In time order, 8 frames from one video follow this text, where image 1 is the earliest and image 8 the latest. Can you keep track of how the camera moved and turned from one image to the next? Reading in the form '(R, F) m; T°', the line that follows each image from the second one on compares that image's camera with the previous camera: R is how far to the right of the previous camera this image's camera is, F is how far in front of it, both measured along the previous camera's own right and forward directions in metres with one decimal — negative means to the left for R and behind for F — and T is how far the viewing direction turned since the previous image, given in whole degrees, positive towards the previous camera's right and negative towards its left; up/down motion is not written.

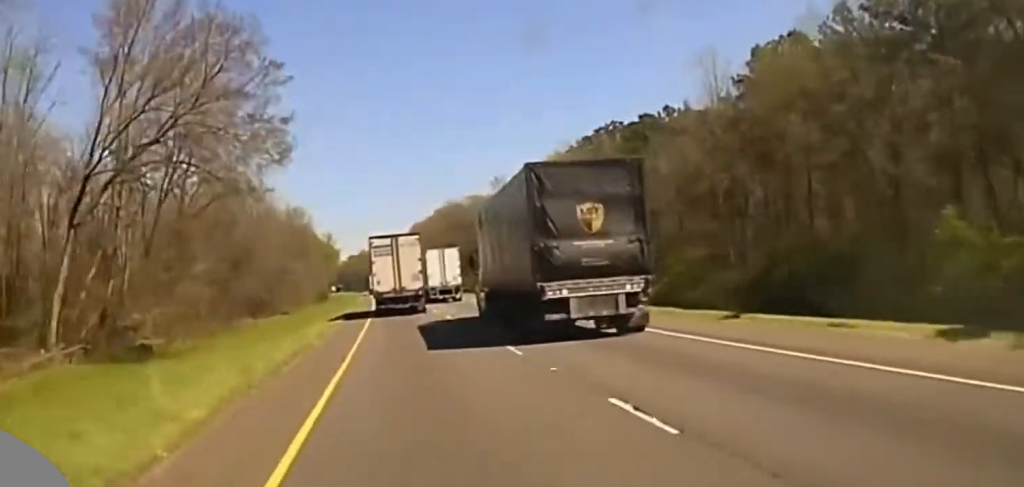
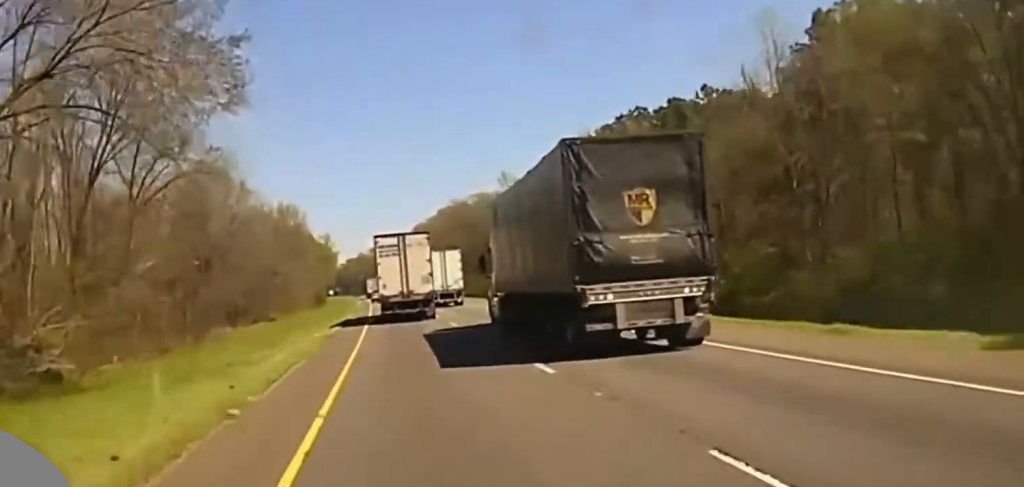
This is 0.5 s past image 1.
(0.0, +15.6) m; 0°
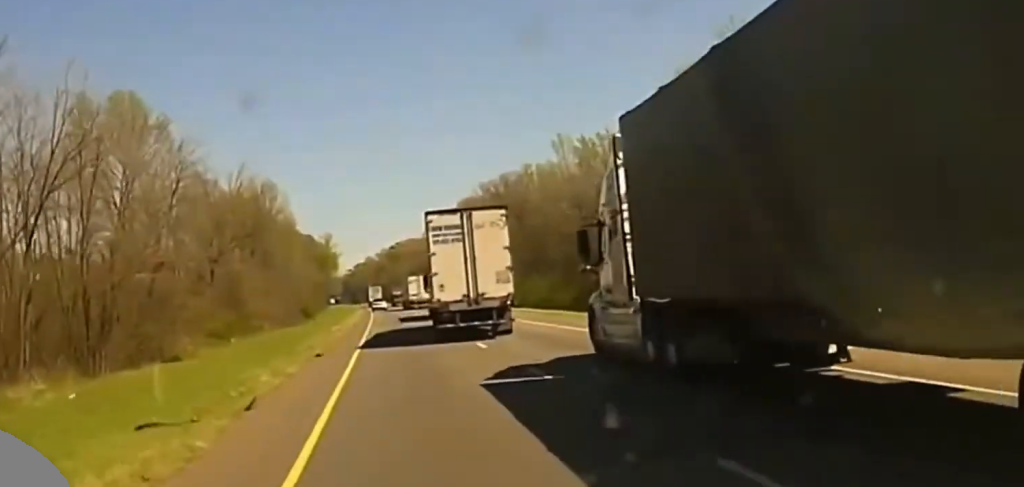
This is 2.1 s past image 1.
(+0.1, +56.6) m; 0°
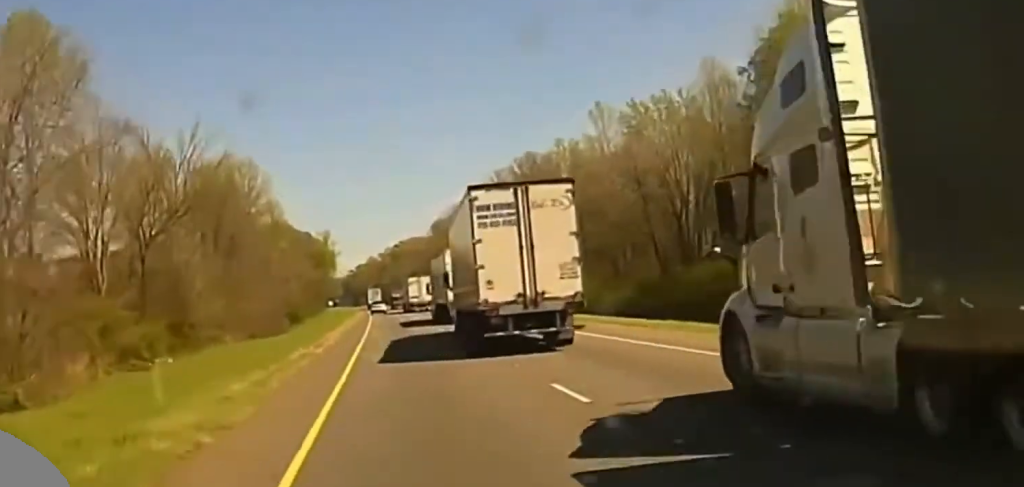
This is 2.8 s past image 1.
(-0.3, +23.9) m; 0°
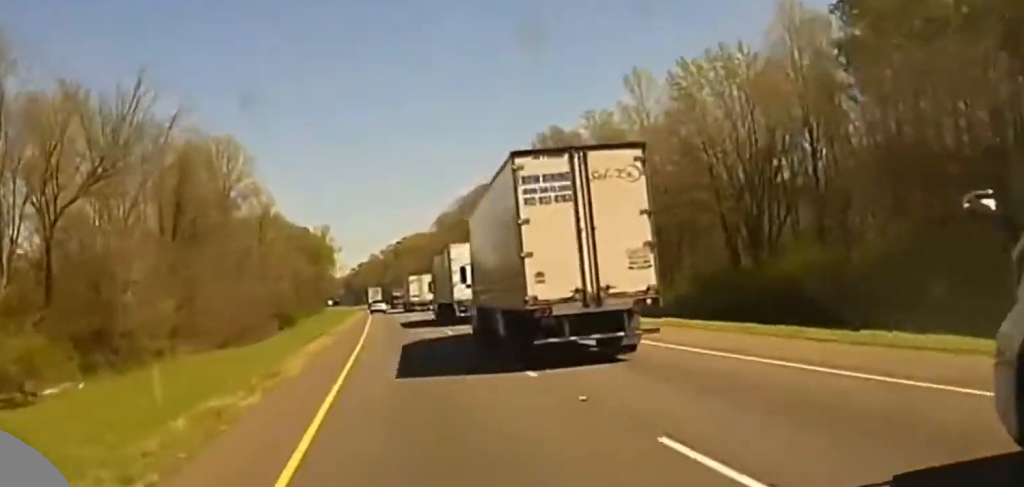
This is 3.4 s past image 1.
(+0.1, +21.8) m; 0°
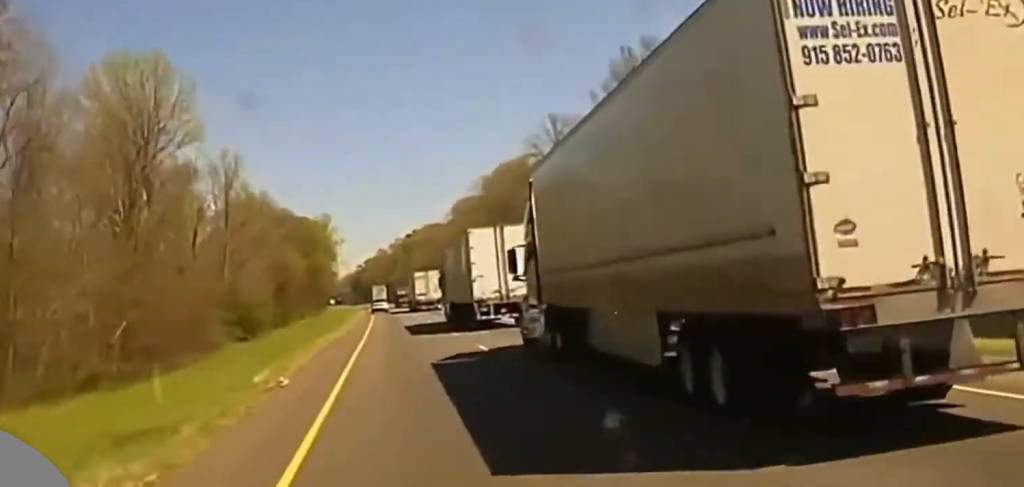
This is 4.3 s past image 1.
(-0.1, +37.1) m; 0°
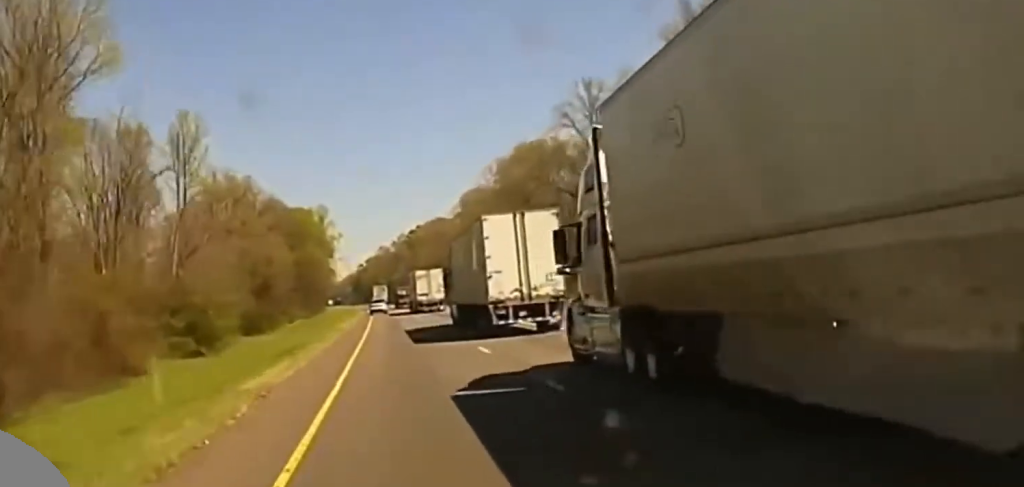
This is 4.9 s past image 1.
(-0.2, +24.8) m; 0°
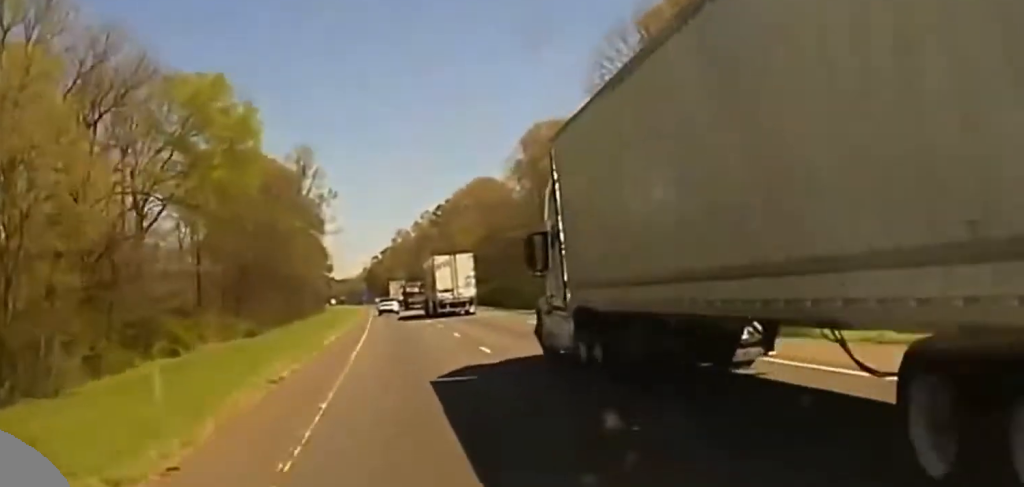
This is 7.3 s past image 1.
(-1.1, +108.1) m; -1°
